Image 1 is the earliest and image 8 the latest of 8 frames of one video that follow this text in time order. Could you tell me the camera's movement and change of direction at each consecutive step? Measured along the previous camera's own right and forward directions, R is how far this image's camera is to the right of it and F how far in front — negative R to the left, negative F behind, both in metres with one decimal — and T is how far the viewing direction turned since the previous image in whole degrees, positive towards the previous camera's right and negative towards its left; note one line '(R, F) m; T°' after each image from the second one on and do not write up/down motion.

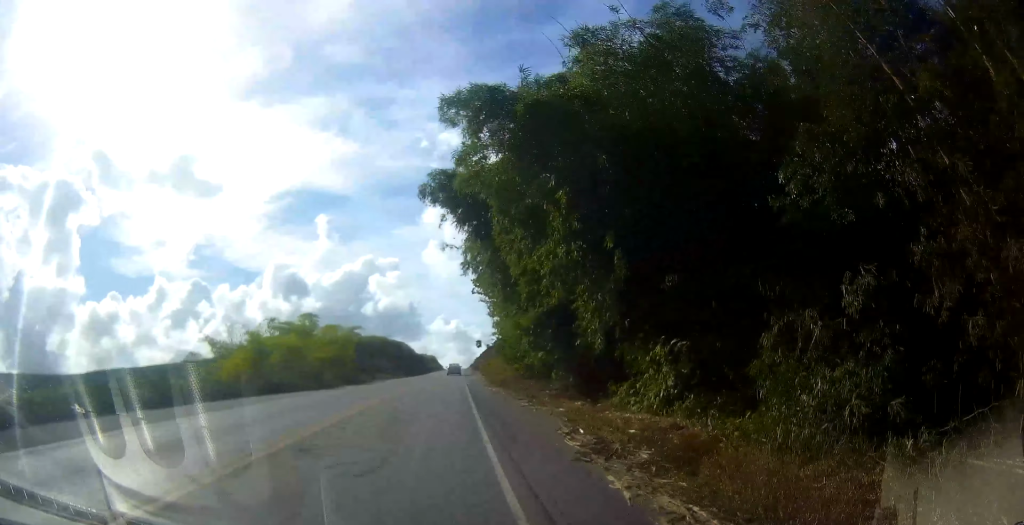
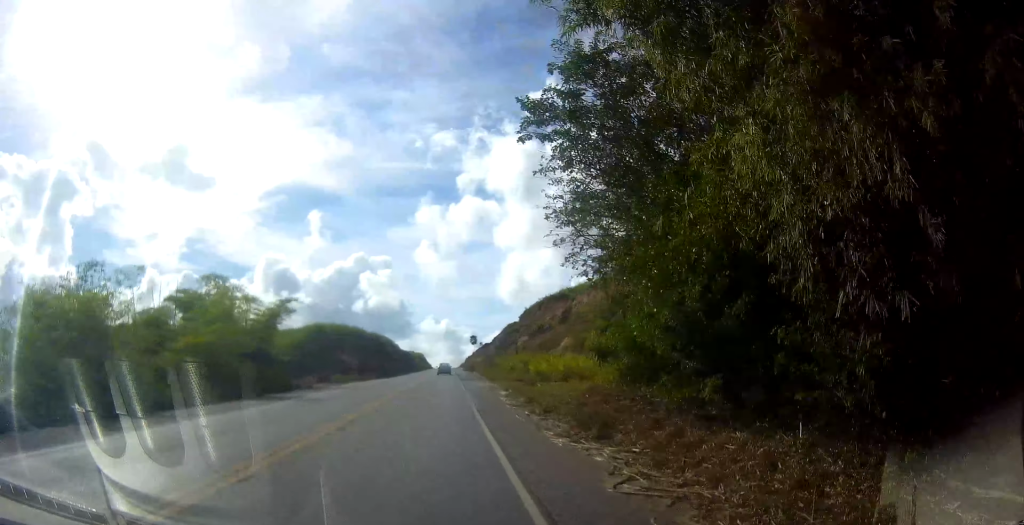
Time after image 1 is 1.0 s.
(+1.0, +25.2) m; +3°
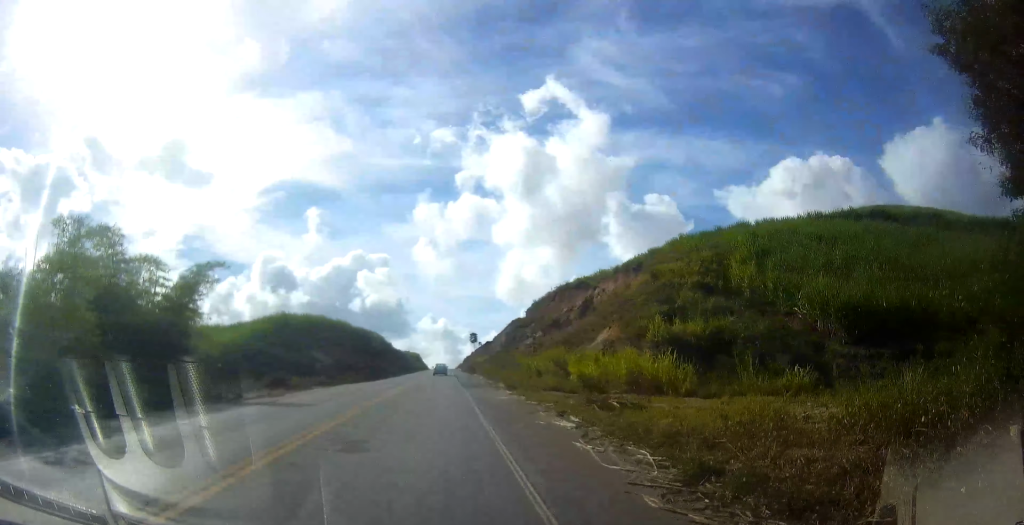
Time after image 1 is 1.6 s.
(+0.1, +14.1) m; +1°
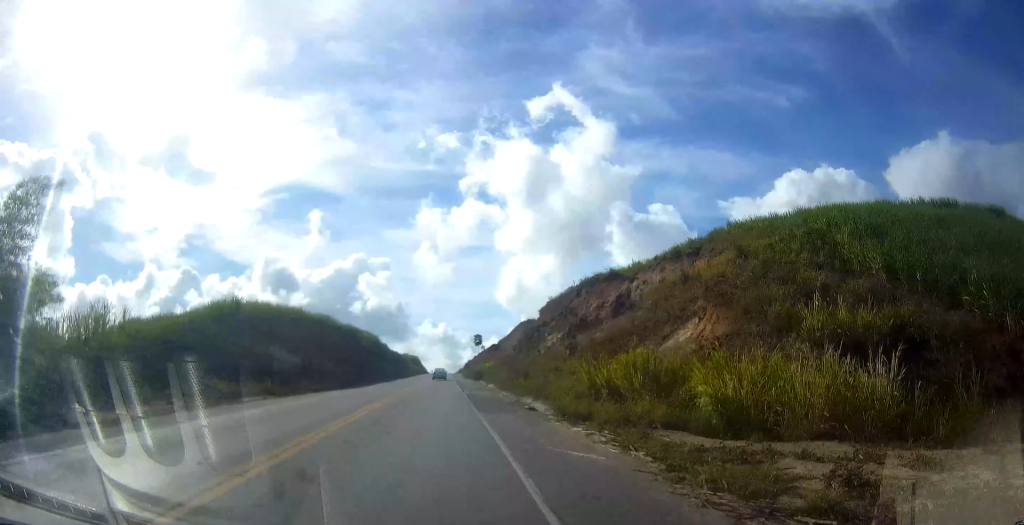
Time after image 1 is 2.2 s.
(+0.2, +14.0) m; +1°
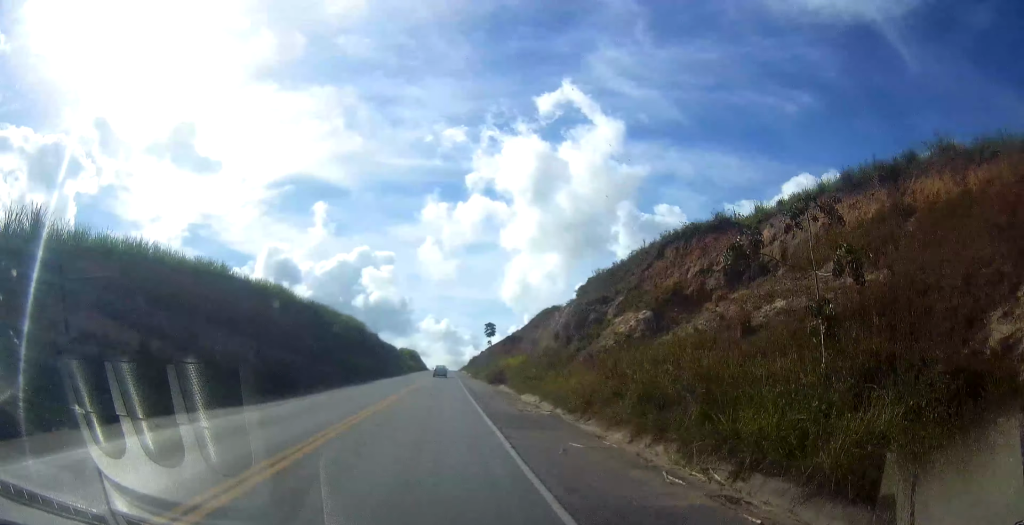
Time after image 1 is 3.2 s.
(+0.4, +24.8) m; +1°
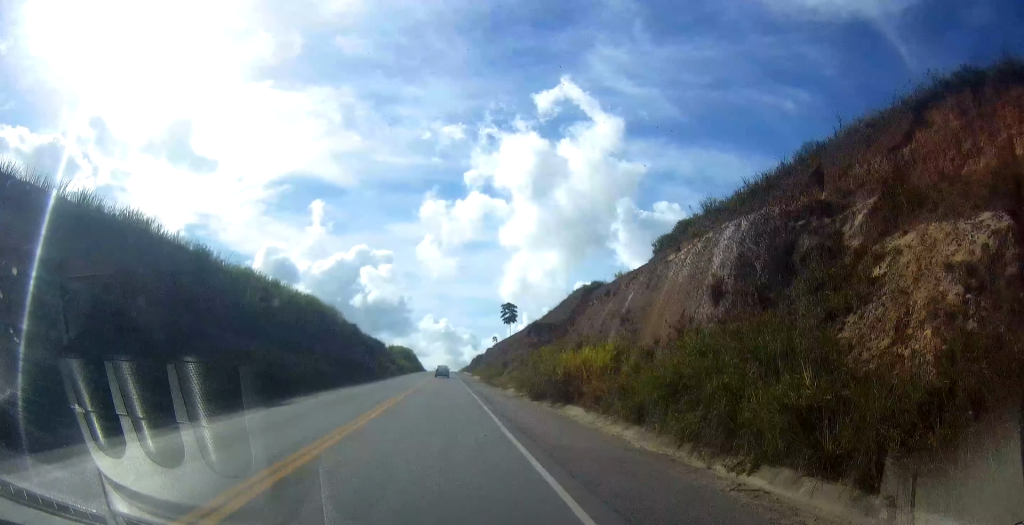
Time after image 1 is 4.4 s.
(+0.1, +27.5) m; 0°
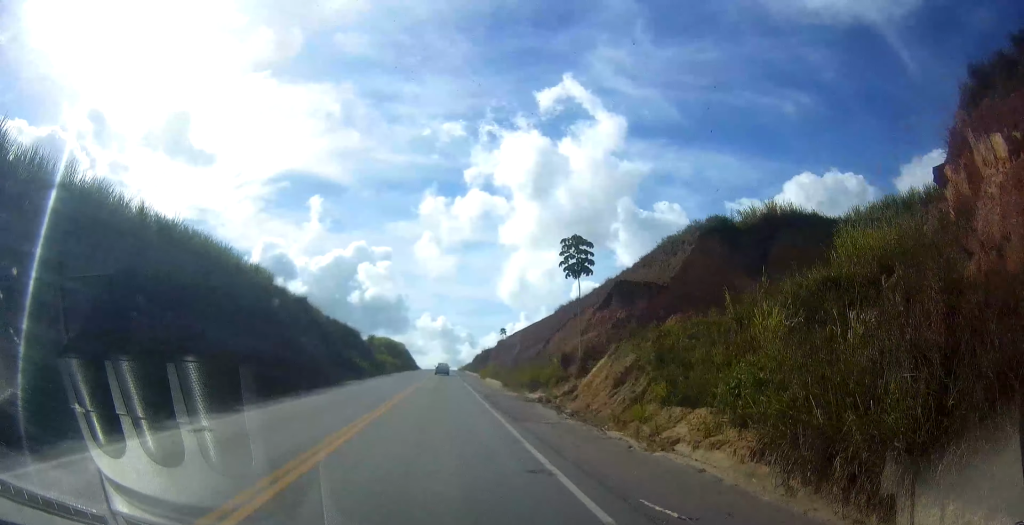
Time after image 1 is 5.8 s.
(0.0, +33.4) m; 0°
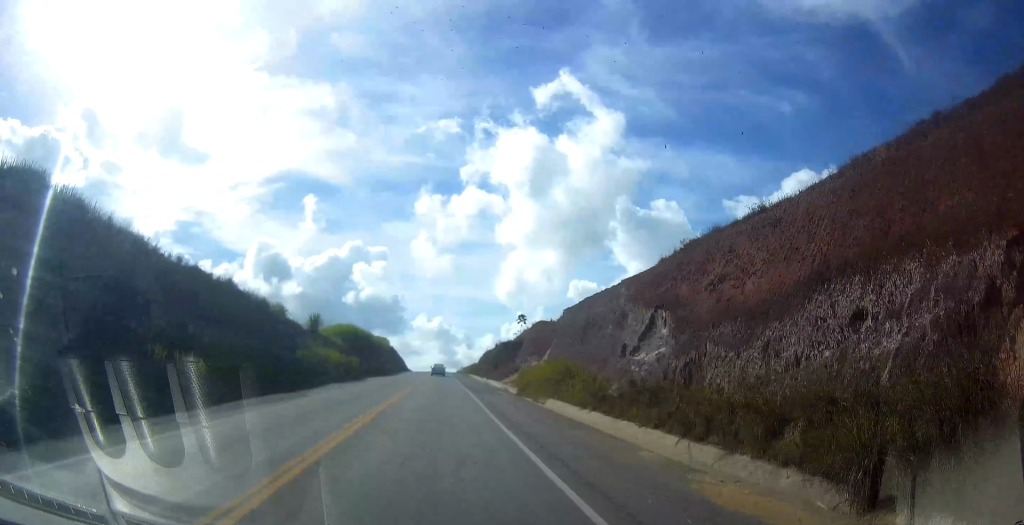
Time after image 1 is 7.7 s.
(-0.2, +43.4) m; -1°
